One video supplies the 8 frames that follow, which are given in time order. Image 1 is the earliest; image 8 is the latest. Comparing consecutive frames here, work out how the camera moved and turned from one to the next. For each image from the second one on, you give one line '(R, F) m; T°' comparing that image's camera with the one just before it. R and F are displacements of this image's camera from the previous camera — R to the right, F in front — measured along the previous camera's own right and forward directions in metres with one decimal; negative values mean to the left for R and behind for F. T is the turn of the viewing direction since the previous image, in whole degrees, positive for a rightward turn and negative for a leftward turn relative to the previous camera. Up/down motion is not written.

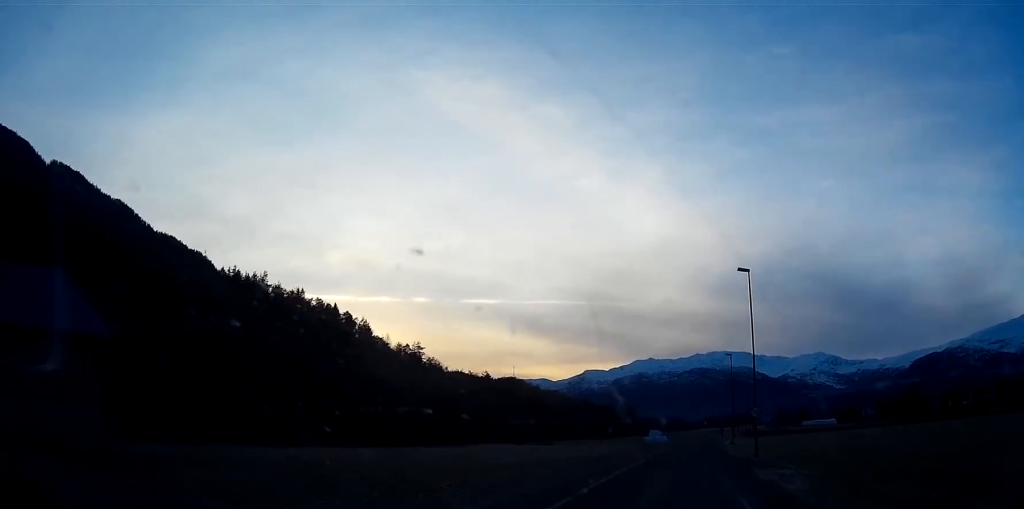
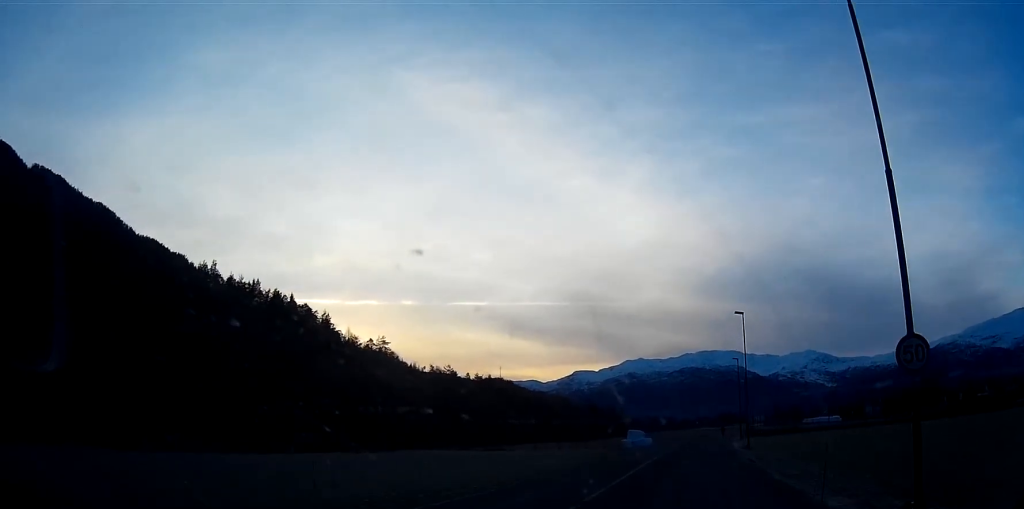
(+0.3, +29.0) m; +1°
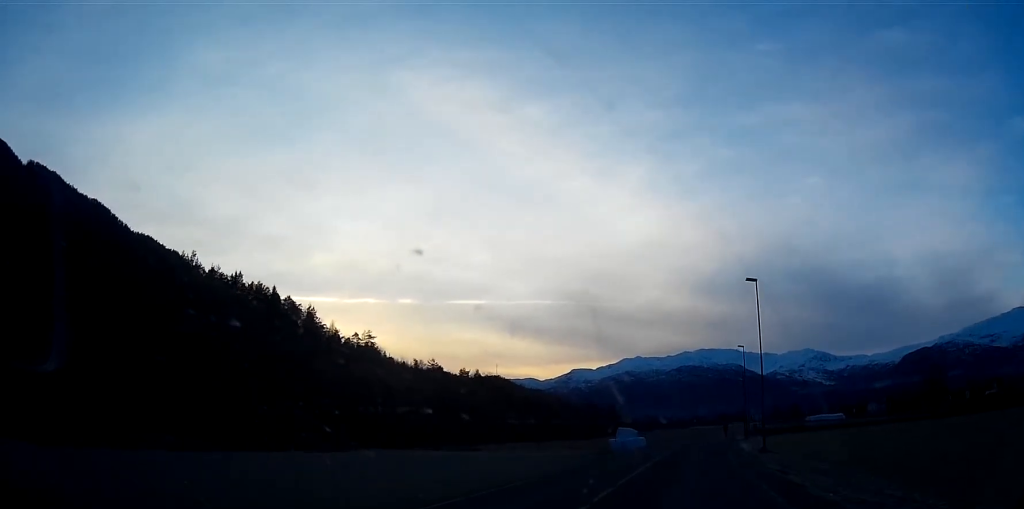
(0.0, +12.0) m; 0°
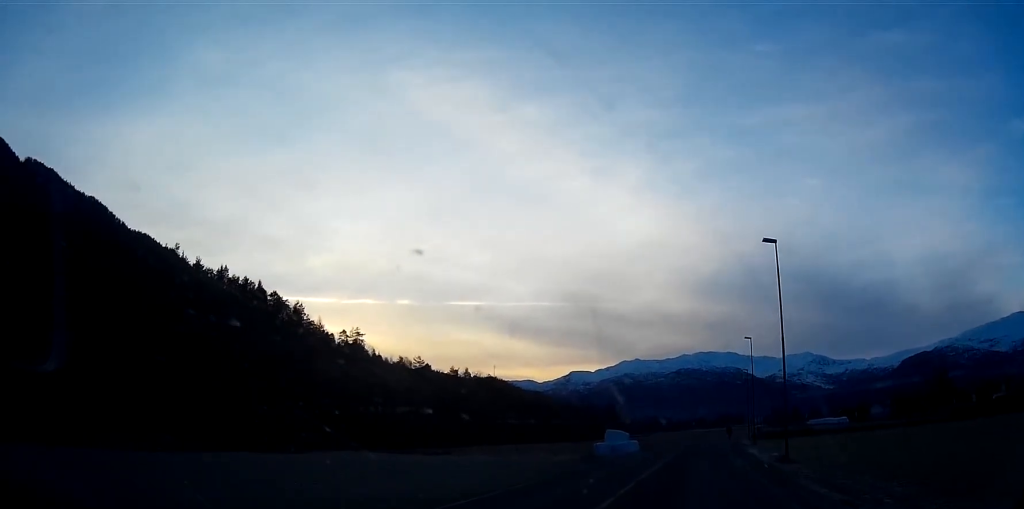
(0.0, +10.0) m; 0°
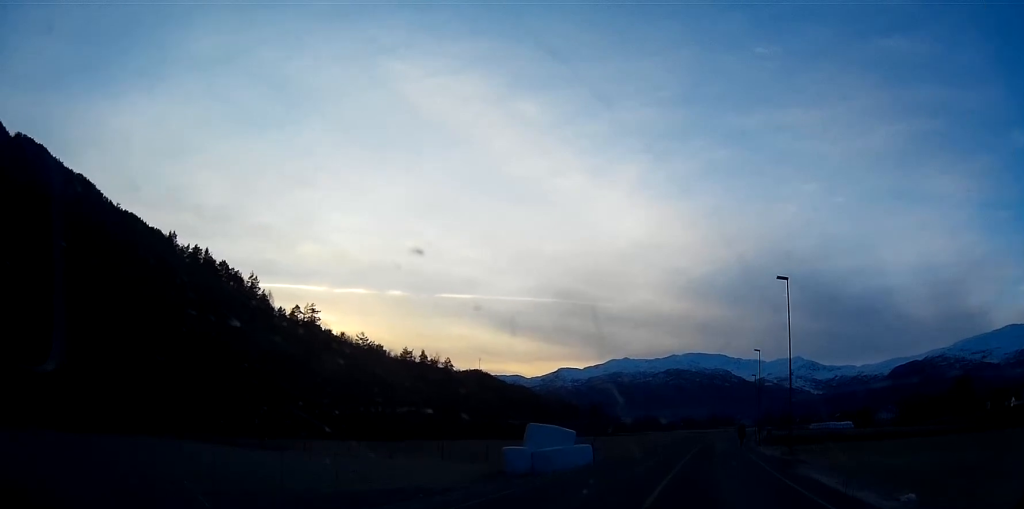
(-0.1, +29.5) m; 0°
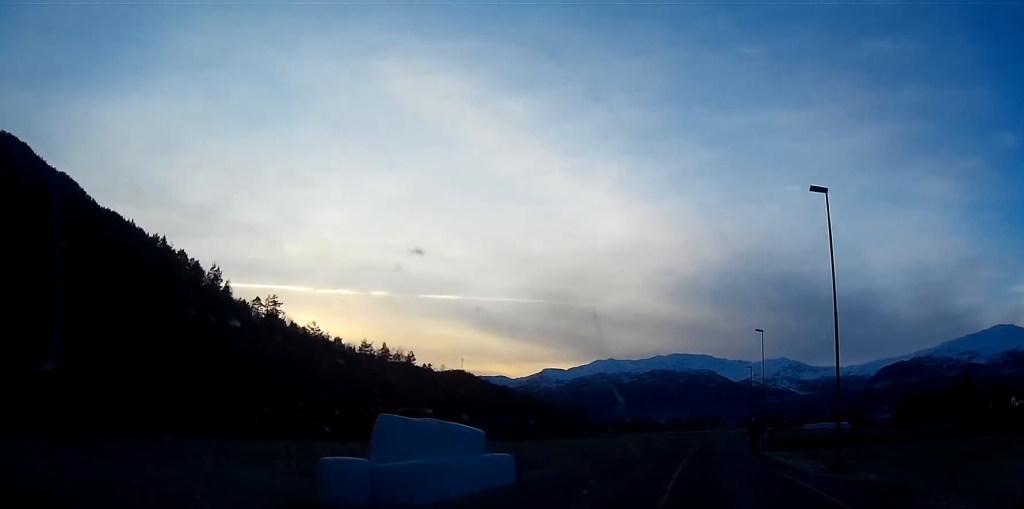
(+0.1, +16.2) m; +1°
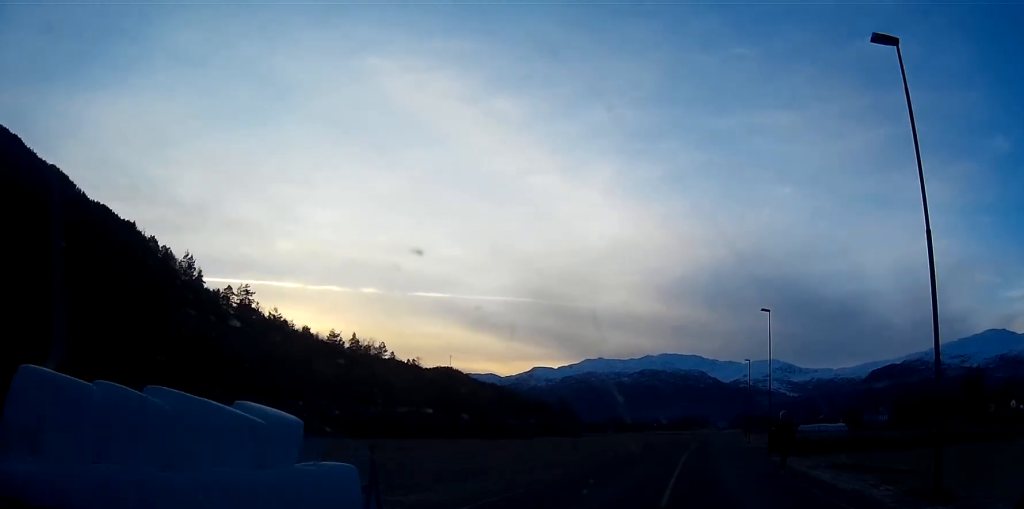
(+0.2, +11.6) m; +1°
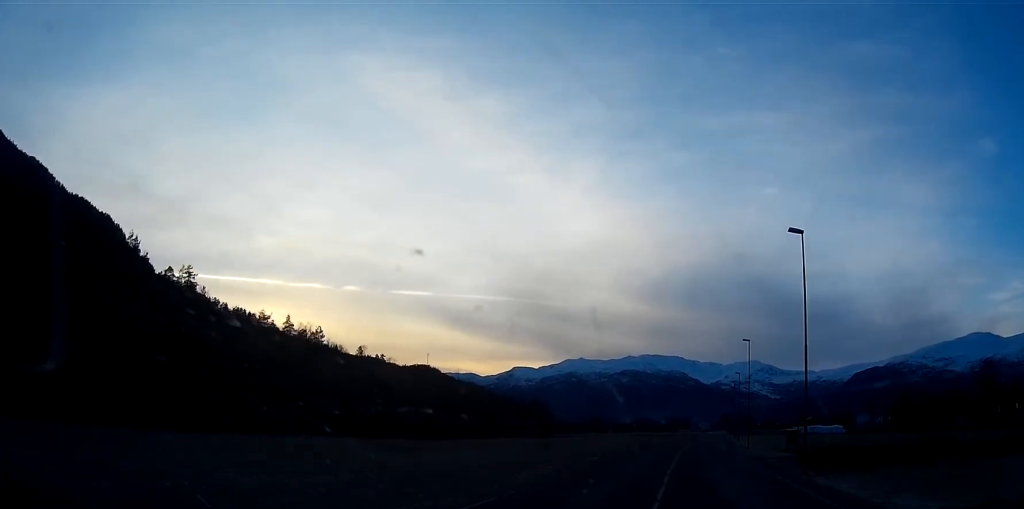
(0.0, +22.0) m; +1°
